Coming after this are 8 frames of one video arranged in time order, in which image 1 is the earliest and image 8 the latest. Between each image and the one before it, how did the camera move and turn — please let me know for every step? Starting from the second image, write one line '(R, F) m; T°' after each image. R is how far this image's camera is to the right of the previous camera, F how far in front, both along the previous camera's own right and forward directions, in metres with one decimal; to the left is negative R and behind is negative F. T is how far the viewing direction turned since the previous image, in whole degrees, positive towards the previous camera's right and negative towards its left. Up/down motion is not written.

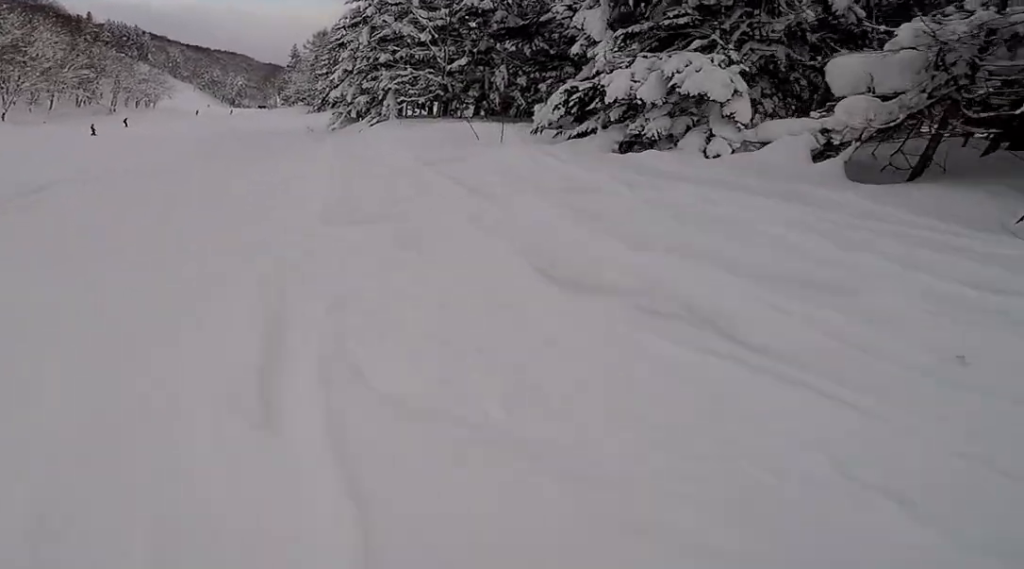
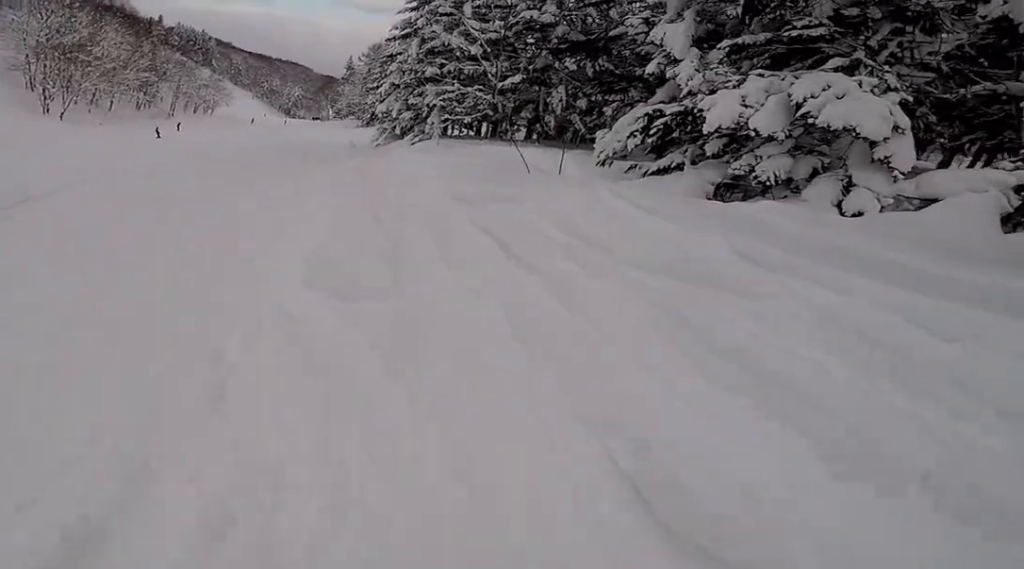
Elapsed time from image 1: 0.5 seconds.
(-0.1, +2.3) m; -6°
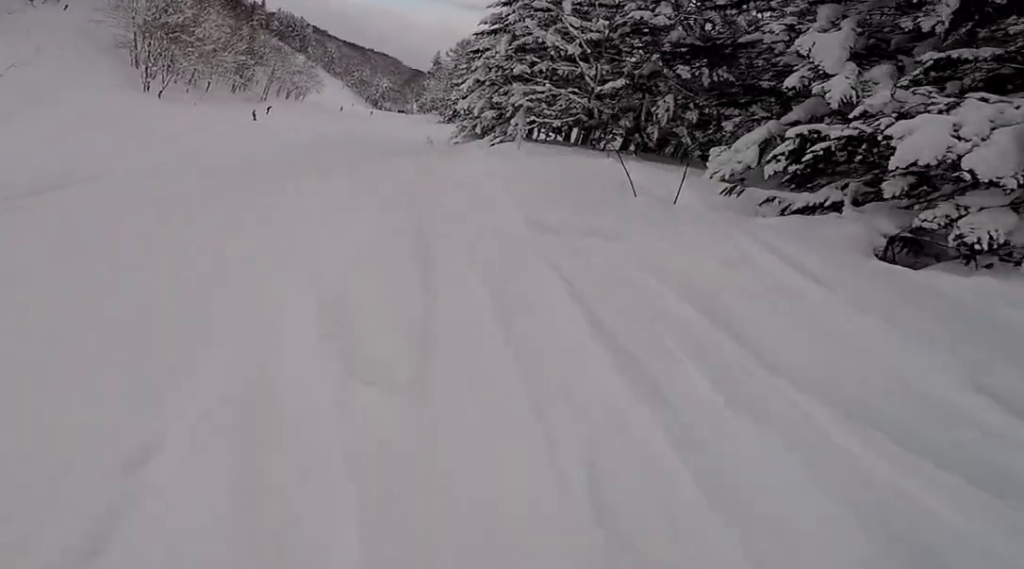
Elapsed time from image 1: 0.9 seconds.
(-0.1, +1.7) m; -7°
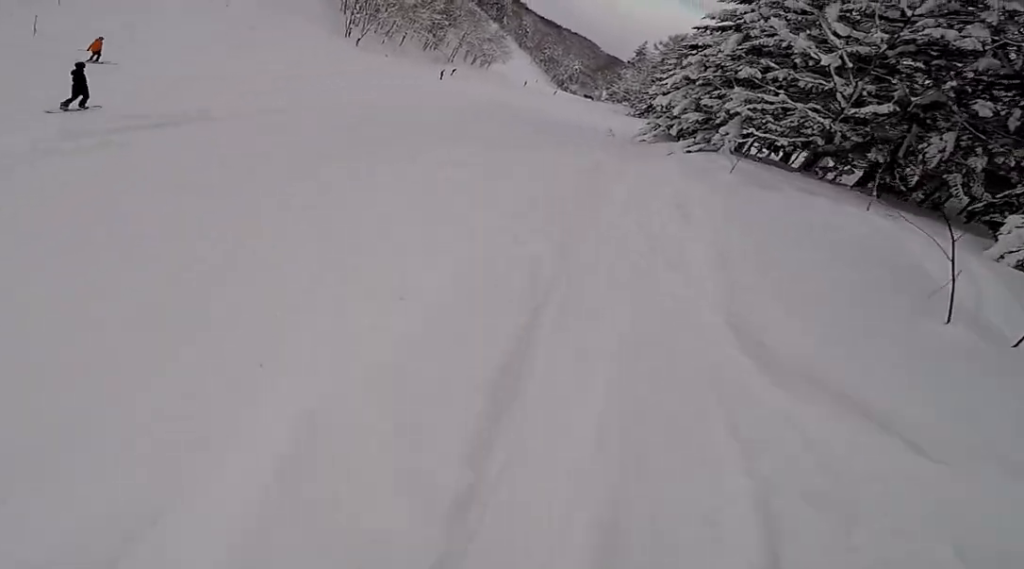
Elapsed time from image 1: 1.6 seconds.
(+0.1, +2.8) m; -13°
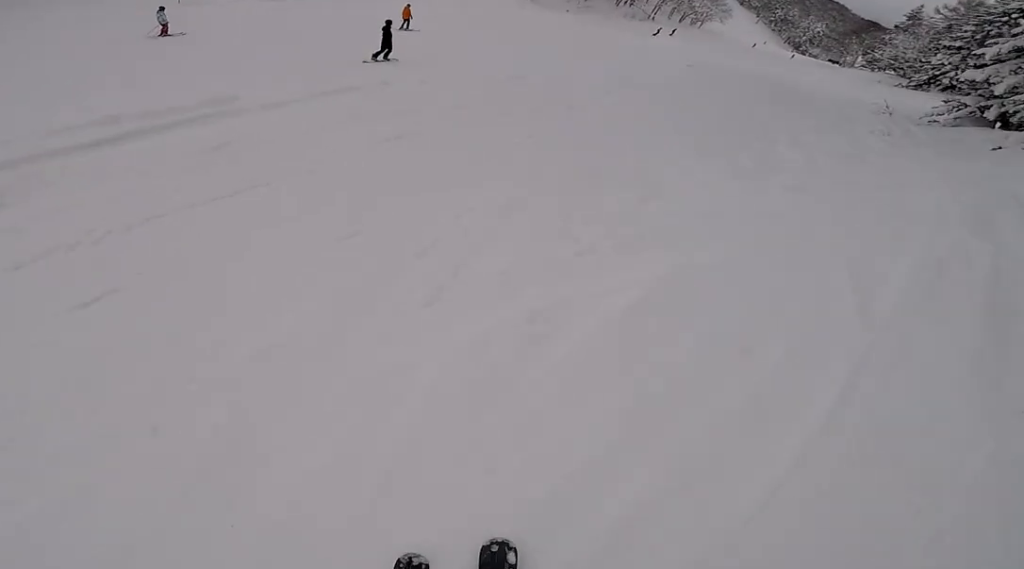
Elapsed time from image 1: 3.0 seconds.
(-1.7, +6.2) m; -12°
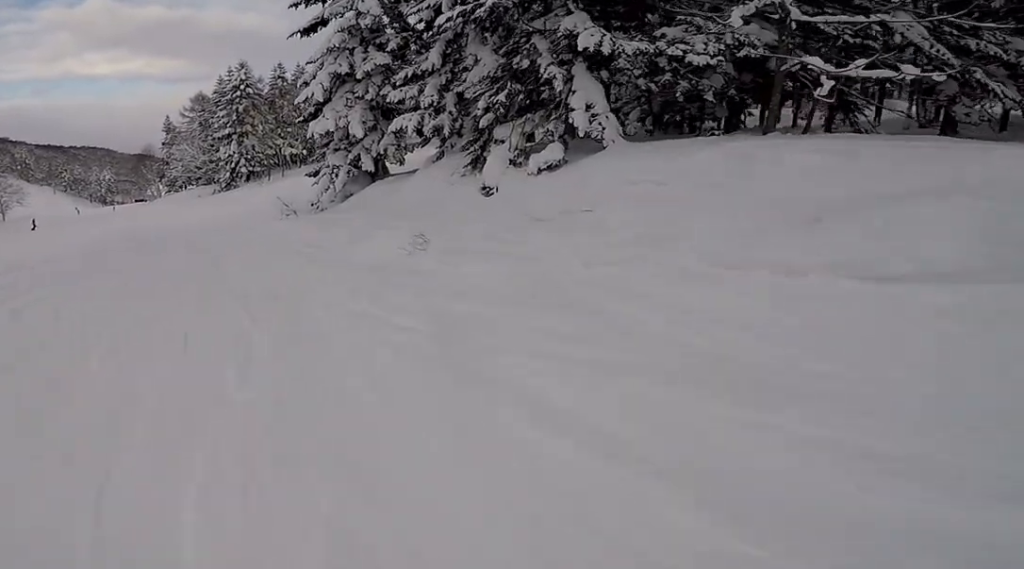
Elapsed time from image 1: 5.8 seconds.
(+4.4, +13.0) m; +41°
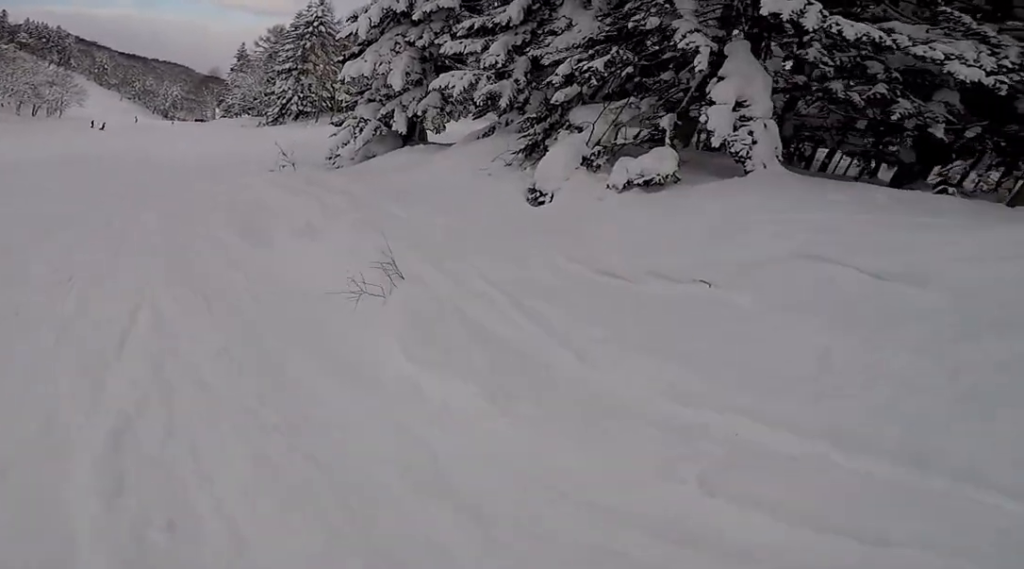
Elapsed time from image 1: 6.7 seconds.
(+0.6, +3.9) m; +2°
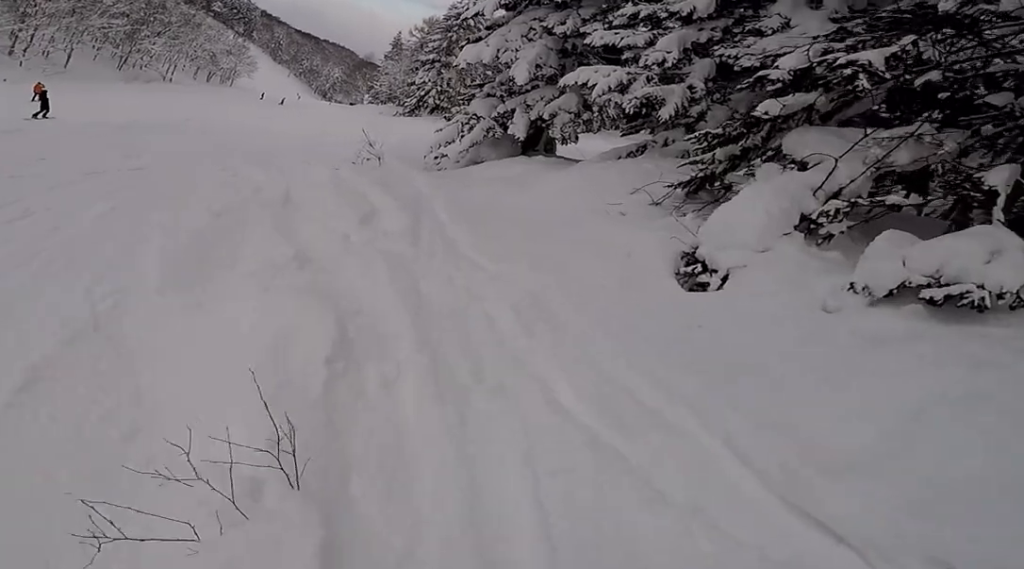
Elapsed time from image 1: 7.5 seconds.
(-0.4, +3.1) m; -8°
